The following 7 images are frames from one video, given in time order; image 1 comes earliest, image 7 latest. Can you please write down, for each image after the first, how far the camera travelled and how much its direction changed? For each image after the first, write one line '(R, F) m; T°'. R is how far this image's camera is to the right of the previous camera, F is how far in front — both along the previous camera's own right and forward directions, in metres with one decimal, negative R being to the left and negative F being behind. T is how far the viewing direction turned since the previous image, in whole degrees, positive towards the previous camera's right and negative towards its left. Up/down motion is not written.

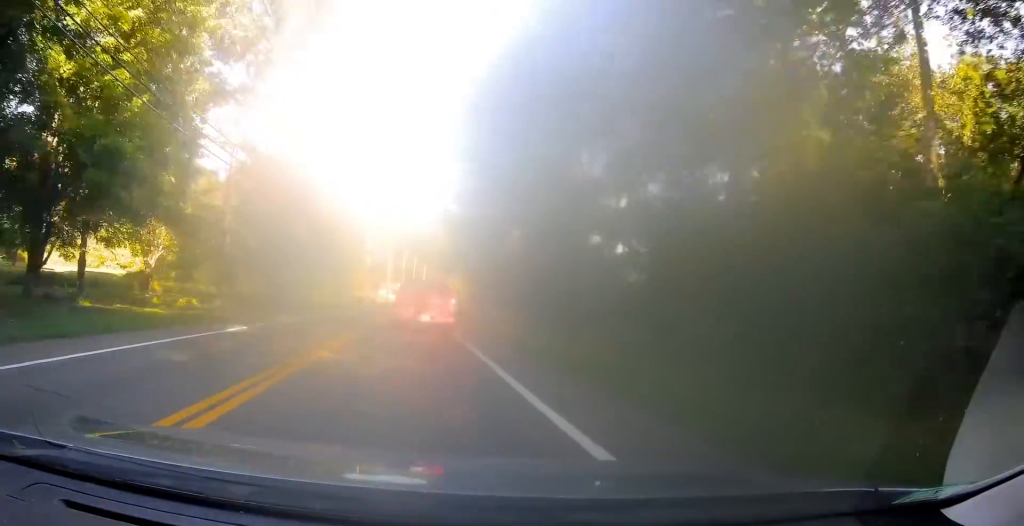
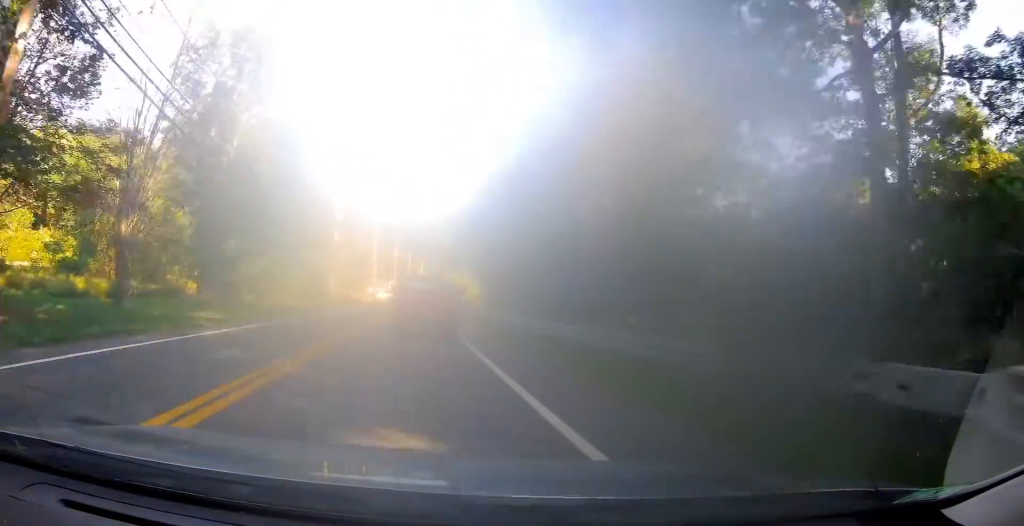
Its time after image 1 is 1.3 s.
(-0.1, +26.9) m; 0°
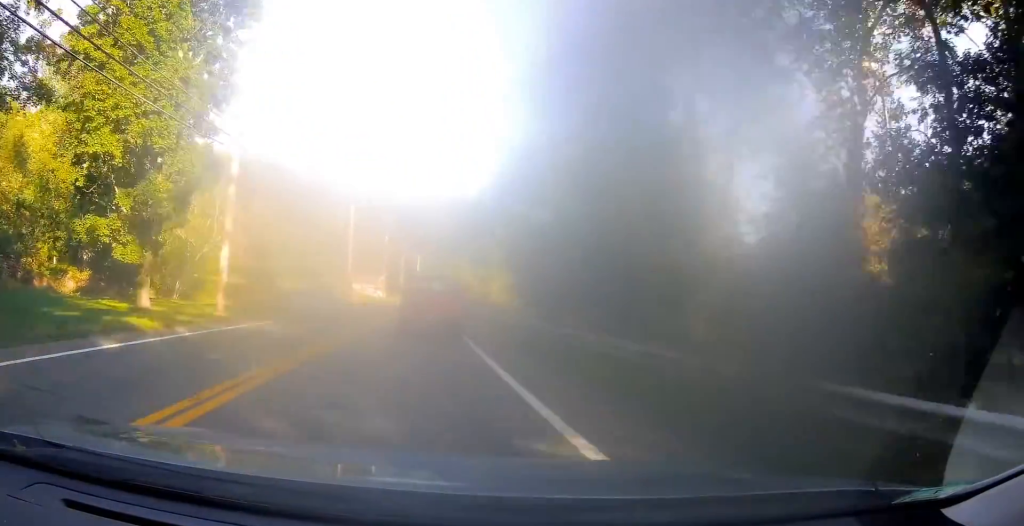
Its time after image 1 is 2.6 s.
(+0.1, +28.3) m; 0°
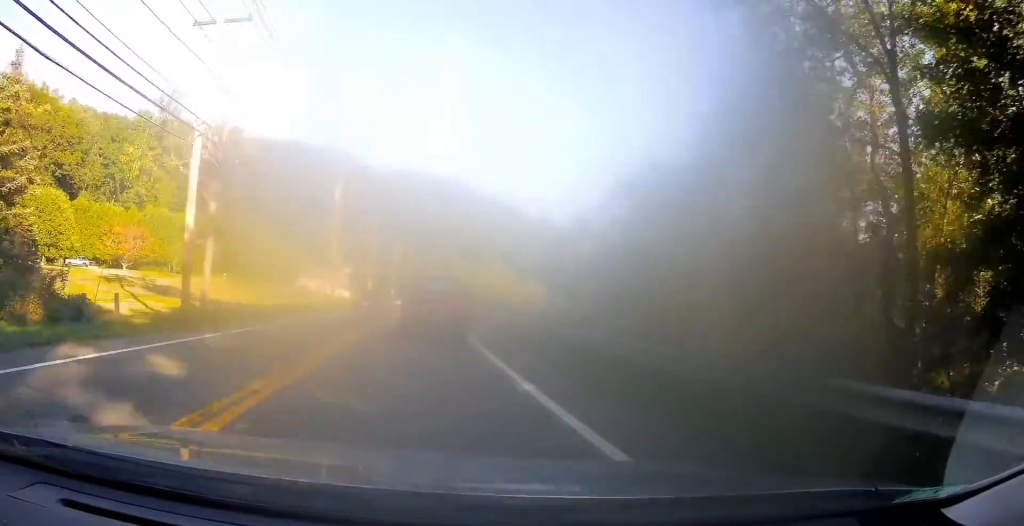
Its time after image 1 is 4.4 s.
(-0.6, +37.9) m; 0°
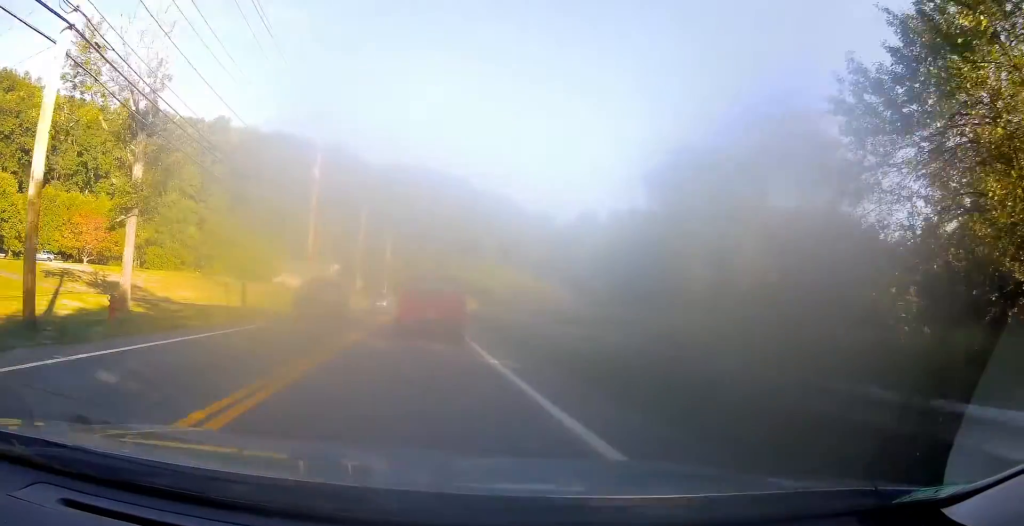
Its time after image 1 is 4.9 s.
(-0.4, +8.9) m; +1°
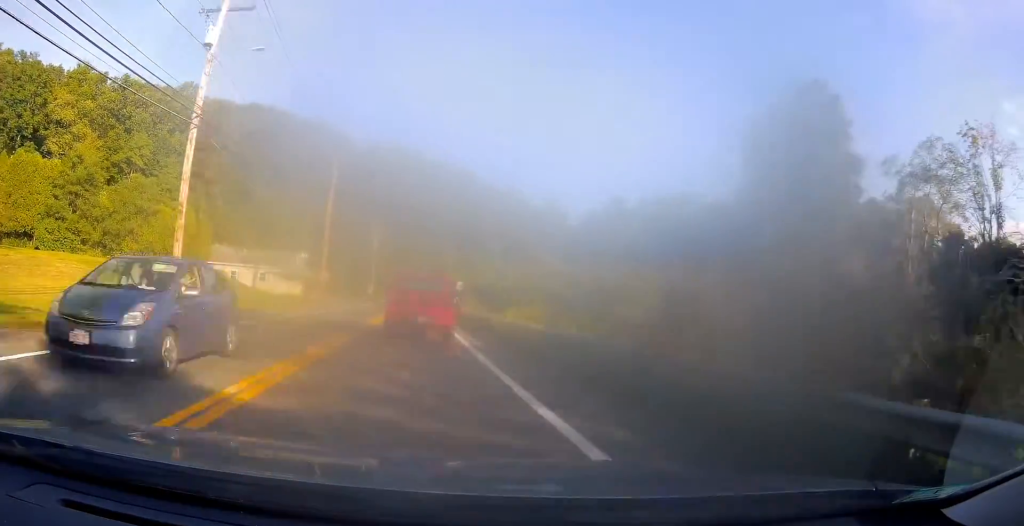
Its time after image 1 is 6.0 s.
(+1.3, +23.5) m; +3°
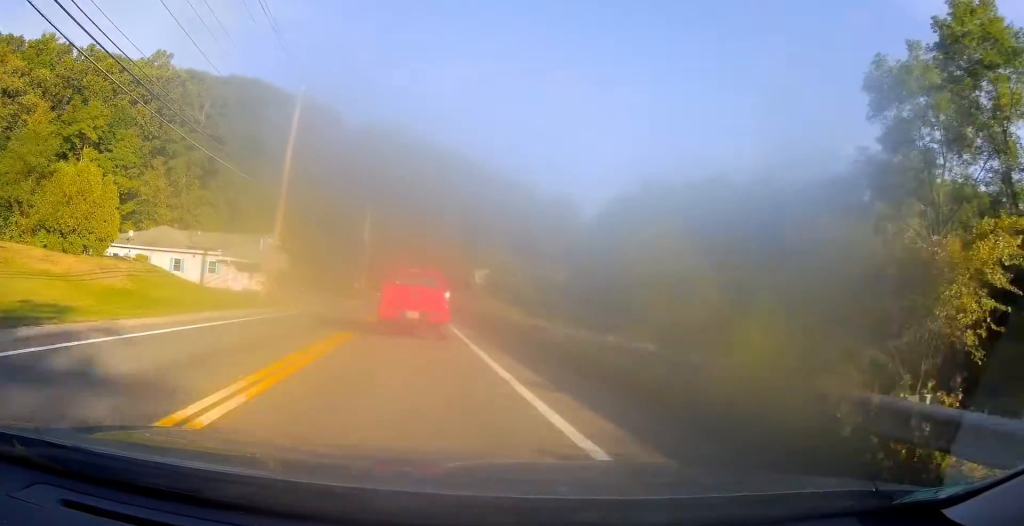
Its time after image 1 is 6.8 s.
(-0.1, +17.3) m; 0°
